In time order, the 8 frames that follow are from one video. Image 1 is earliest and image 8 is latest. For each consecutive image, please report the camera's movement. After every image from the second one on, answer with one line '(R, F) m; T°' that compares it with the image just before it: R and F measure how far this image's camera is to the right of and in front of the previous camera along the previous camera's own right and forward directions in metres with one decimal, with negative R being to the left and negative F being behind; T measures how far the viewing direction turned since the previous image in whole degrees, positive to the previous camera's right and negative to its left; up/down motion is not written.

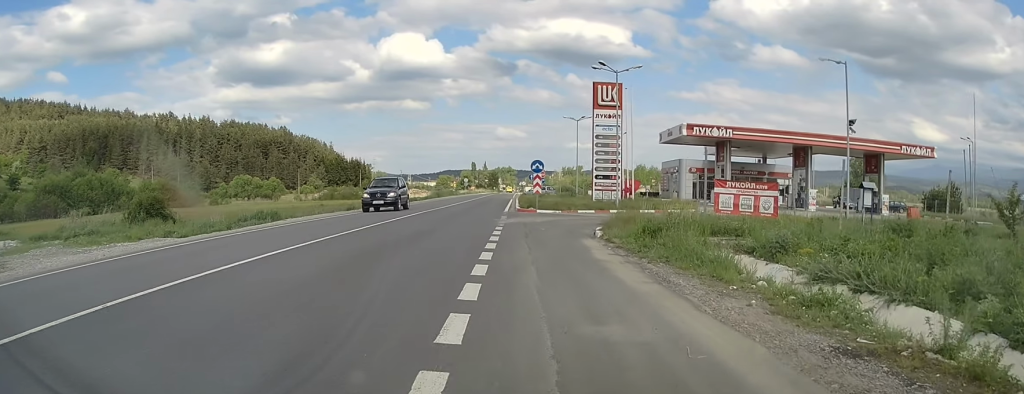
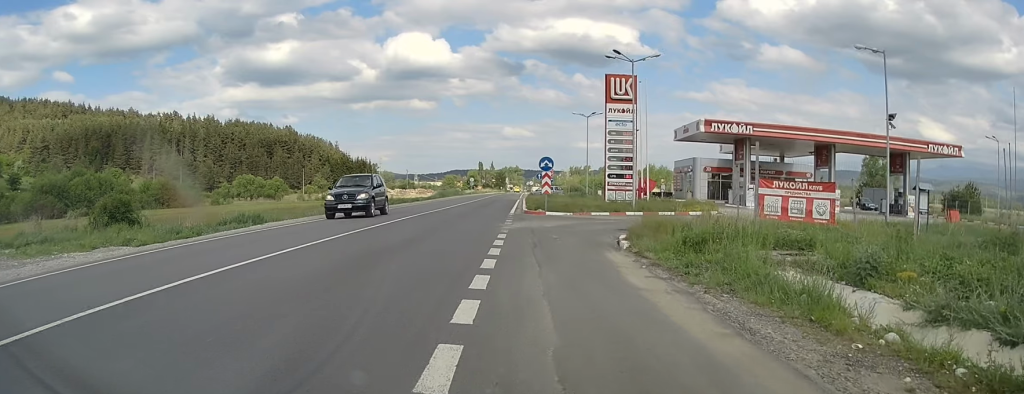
(-0.1, +3.3) m; -1°
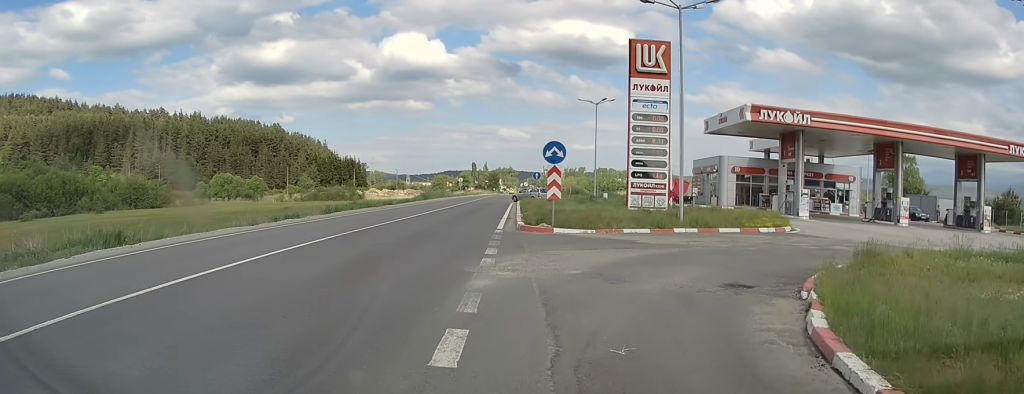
(-0.2, +12.1) m; 0°
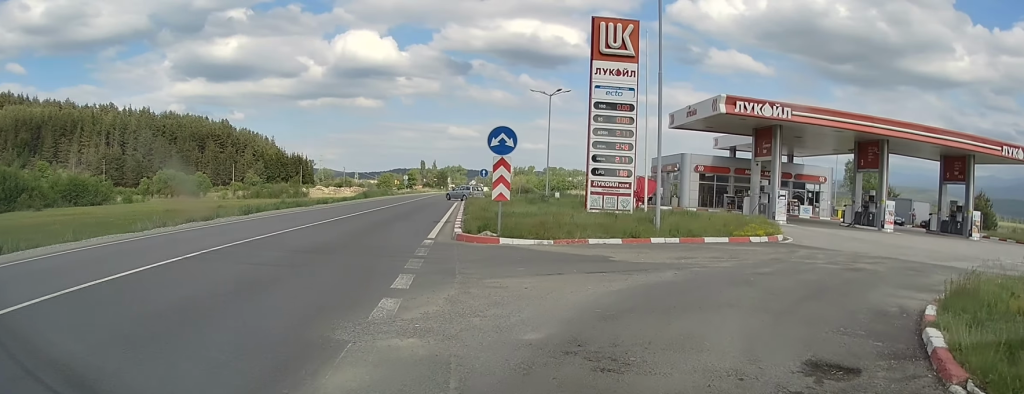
(+0.1, +4.4) m; +6°
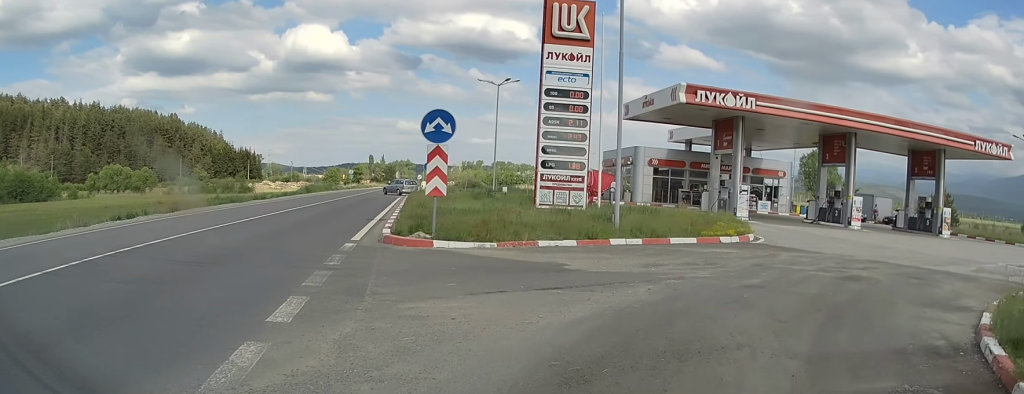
(+0.1, +2.3) m; +5°
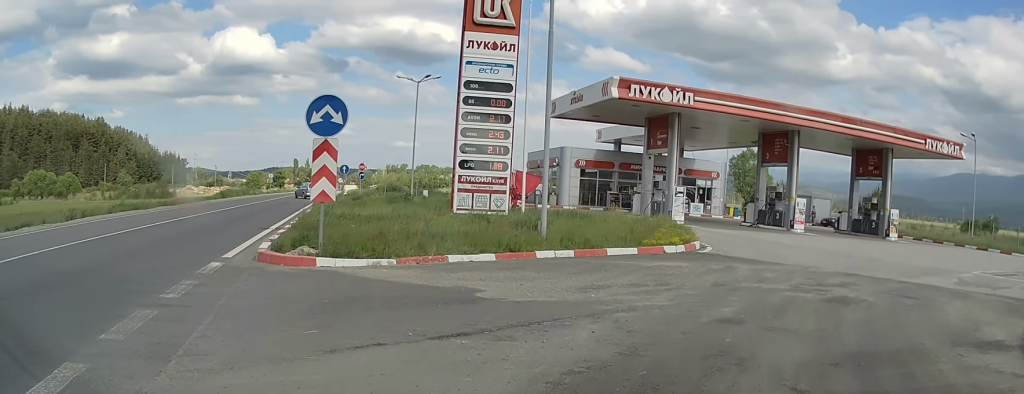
(+0.2, +2.5) m; +7°
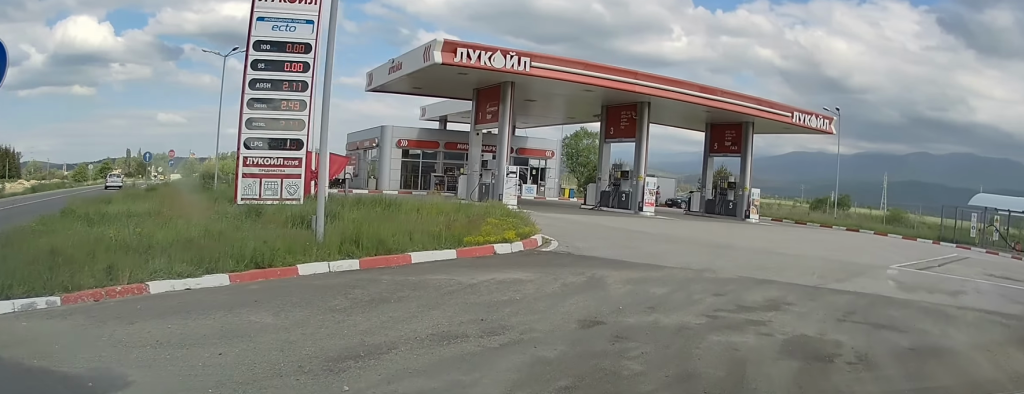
(+0.5, +4.2) m; +12°
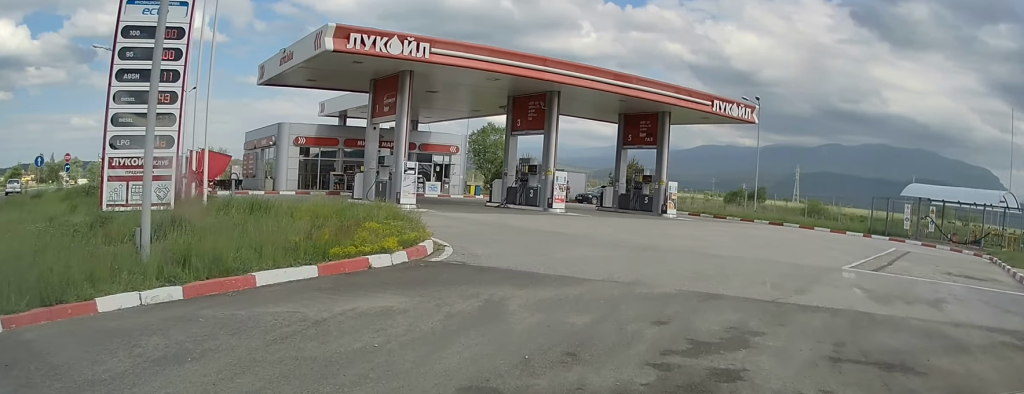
(0.0, +2.2) m; +6°
